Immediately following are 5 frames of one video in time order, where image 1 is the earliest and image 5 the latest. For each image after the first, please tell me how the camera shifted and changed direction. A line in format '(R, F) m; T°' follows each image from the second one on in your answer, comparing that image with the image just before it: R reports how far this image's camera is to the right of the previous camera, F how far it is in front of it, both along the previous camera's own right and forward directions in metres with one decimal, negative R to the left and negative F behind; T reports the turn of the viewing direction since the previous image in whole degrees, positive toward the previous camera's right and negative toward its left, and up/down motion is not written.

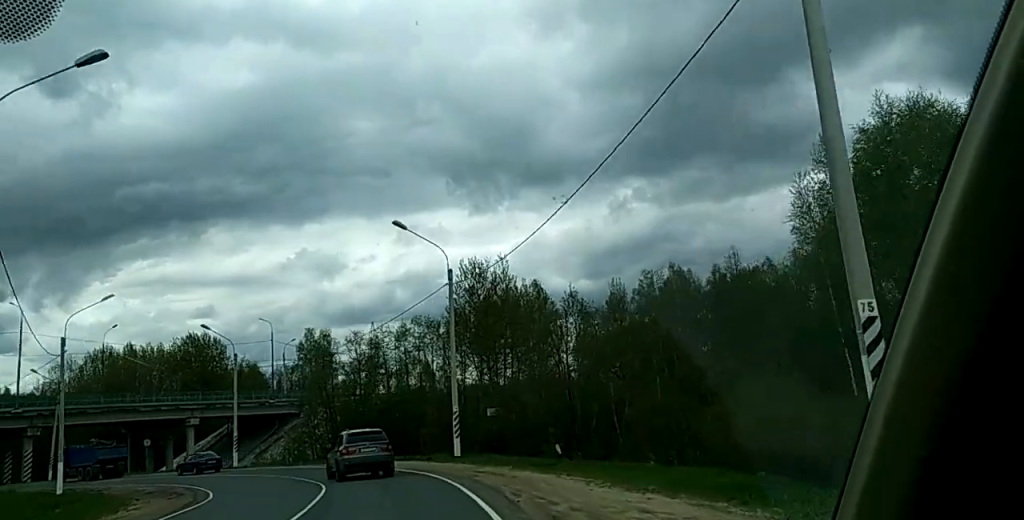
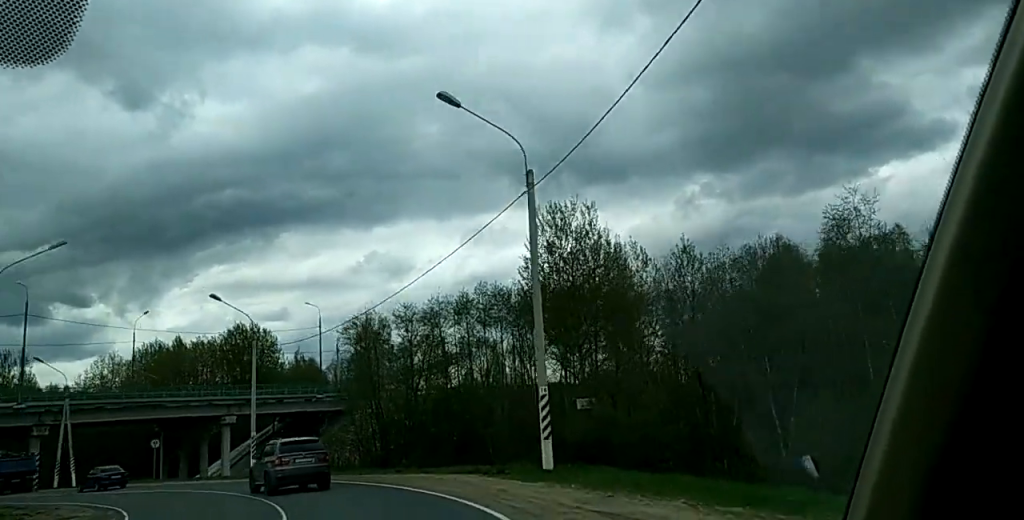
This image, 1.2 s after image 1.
(-0.4, +15.7) m; -6°
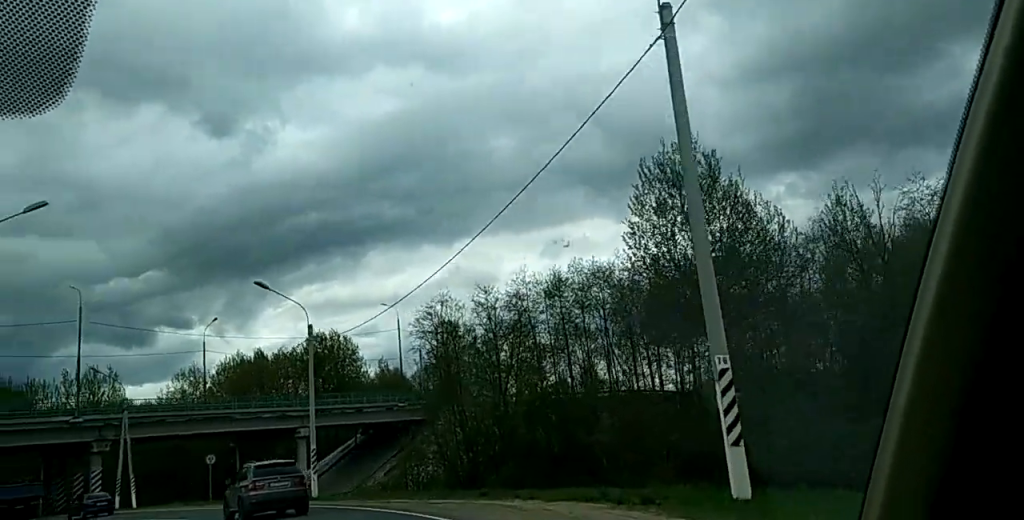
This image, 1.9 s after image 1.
(-0.8, +10.0) m; -7°
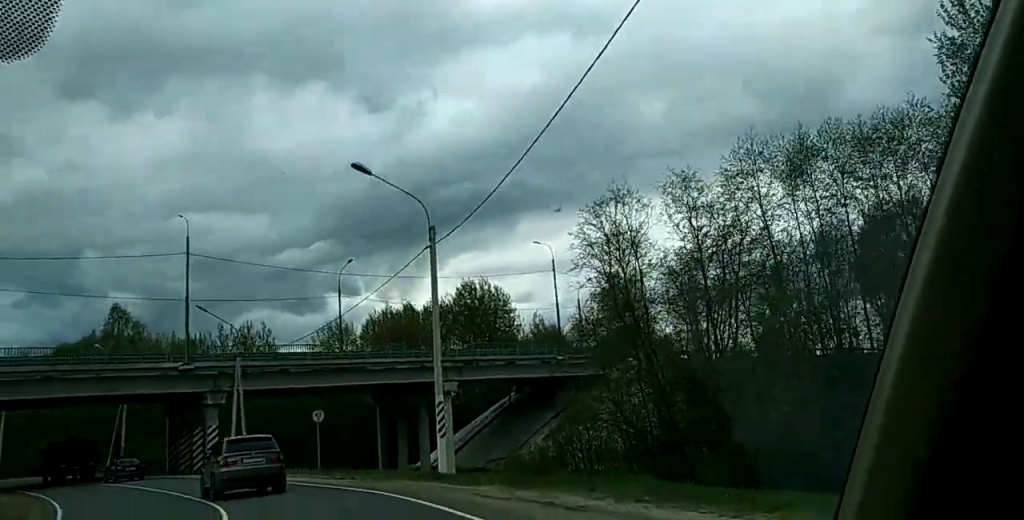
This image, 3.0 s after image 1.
(-1.0, +14.6) m; -10°
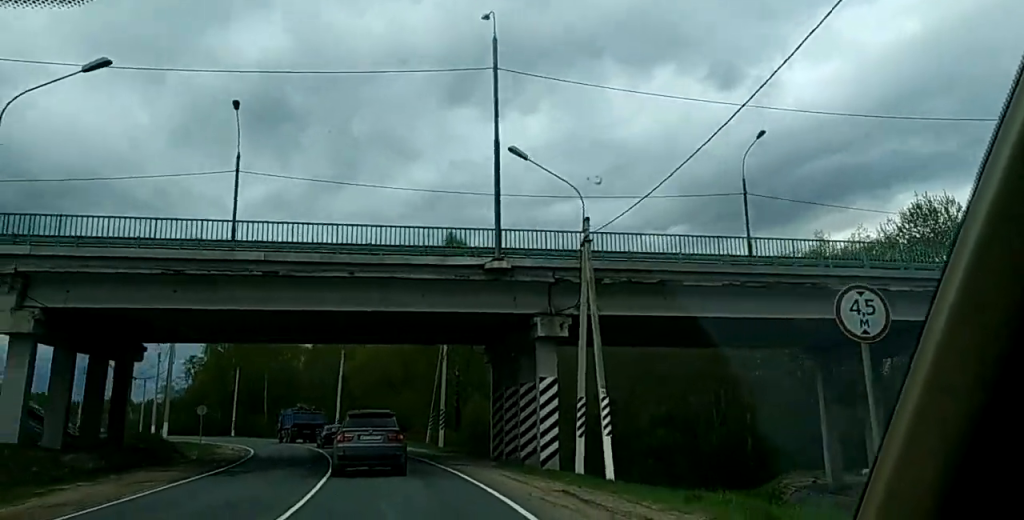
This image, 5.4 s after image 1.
(-6.3, +29.0) m; -23°
